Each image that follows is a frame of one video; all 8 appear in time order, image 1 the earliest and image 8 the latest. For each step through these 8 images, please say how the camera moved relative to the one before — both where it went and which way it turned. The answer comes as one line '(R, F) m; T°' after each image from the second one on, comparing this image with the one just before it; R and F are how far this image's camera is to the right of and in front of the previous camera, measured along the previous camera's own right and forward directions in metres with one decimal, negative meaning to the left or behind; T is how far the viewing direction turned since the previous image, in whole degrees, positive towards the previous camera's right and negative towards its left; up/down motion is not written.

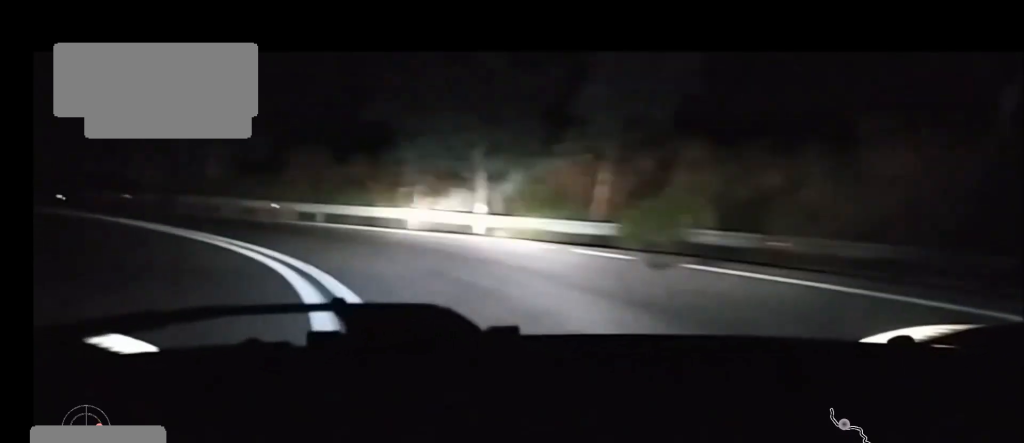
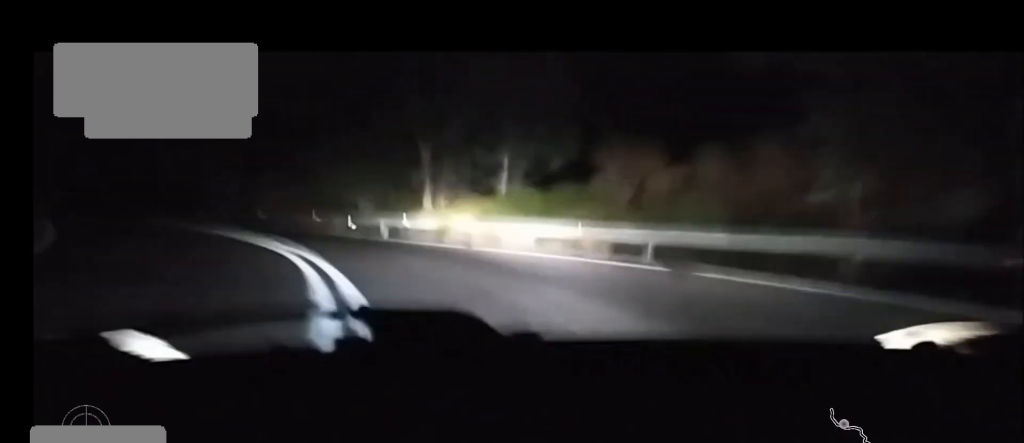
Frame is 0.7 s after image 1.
(-2.7, +11.2) m; -18°
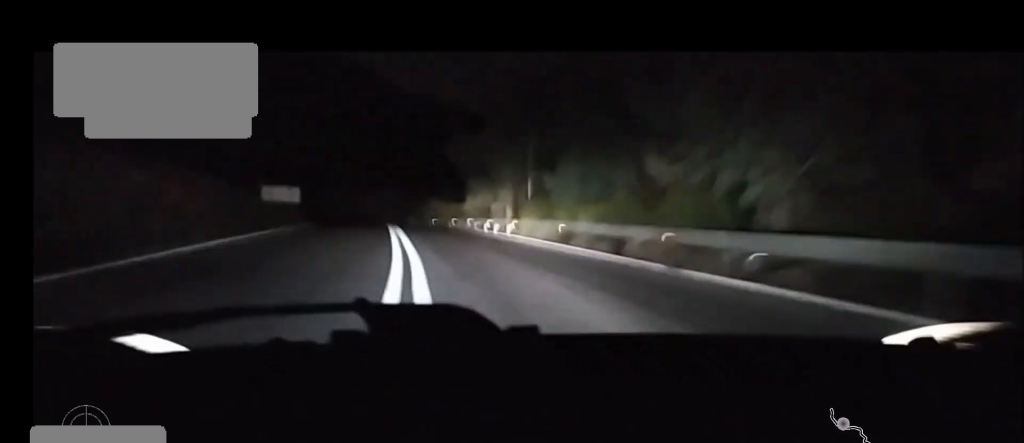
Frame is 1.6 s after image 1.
(-3.5, +16.7) m; -17°
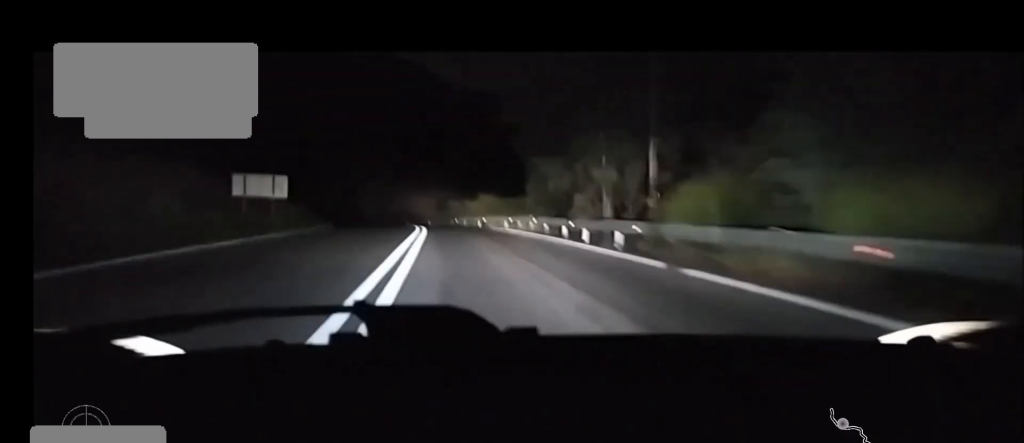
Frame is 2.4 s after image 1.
(-1.3, +14.9) m; -6°
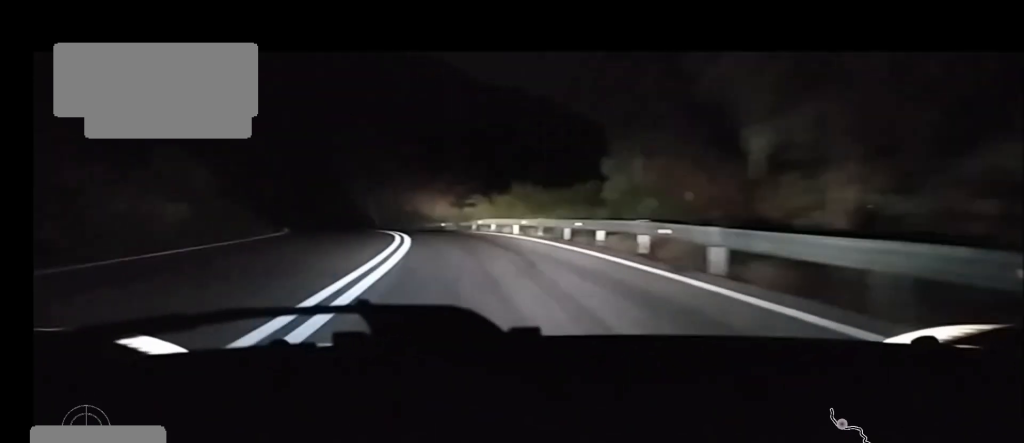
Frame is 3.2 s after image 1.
(-0.1, +17.1) m; -5°
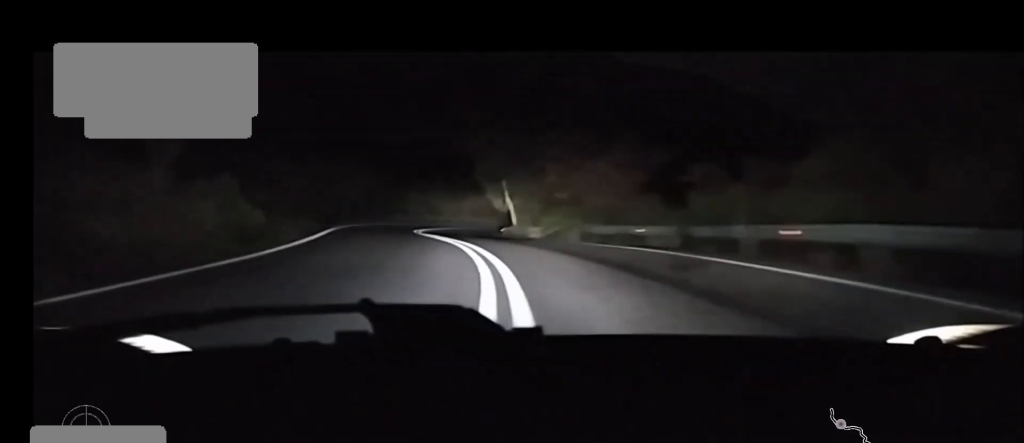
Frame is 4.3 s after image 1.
(-1.8, +23.6) m; -6°
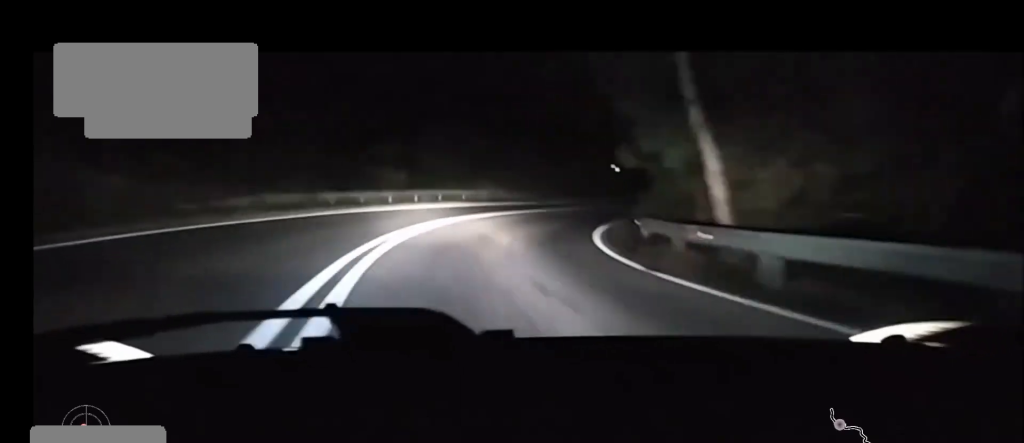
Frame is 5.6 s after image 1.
(0.0, +28.8) m; +8°
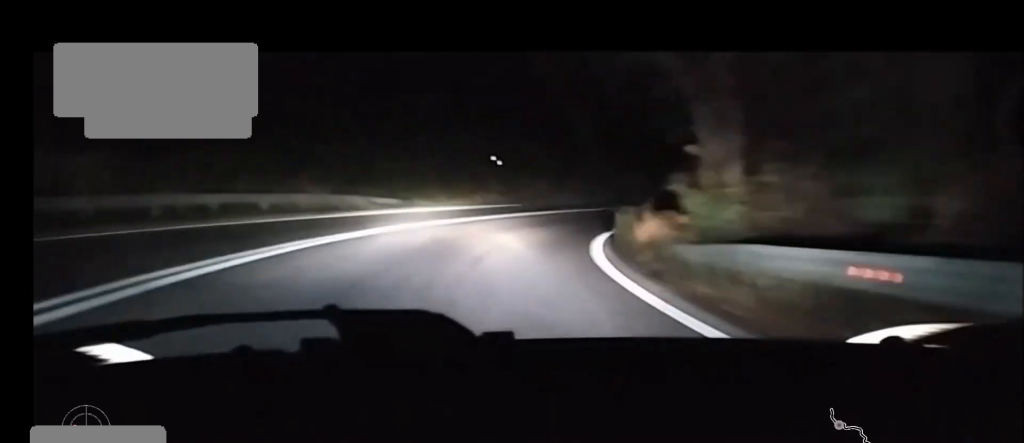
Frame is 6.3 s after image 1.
(+0.3, +14.0) m; +12°
